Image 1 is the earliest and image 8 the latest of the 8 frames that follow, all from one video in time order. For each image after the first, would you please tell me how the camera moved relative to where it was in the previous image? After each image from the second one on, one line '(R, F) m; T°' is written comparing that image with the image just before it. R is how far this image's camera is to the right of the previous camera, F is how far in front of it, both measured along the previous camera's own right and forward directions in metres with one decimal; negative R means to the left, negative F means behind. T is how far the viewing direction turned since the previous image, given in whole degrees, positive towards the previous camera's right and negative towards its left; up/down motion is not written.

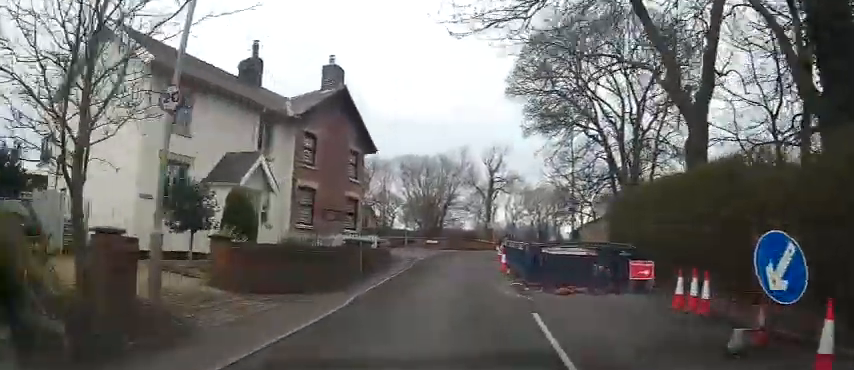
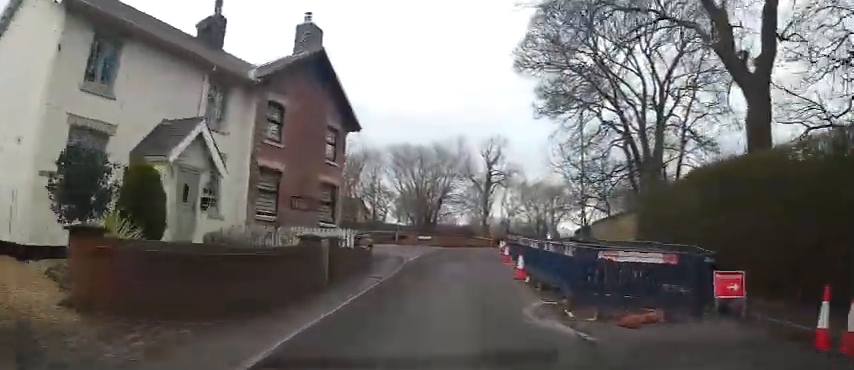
(0.0, +4.3) m; 0°
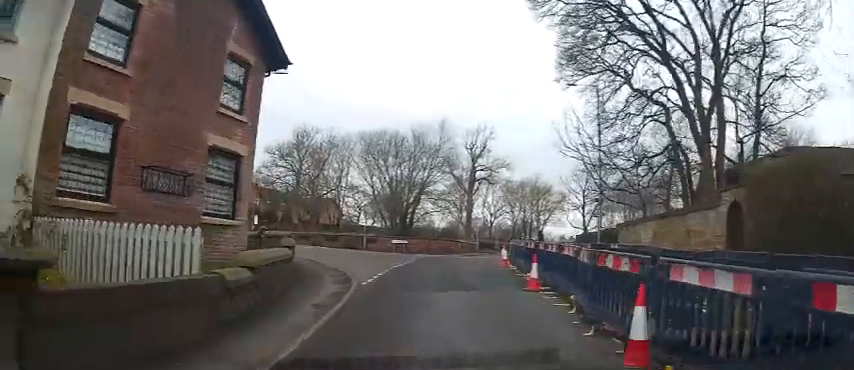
(0.0, +8.2) m; +2°
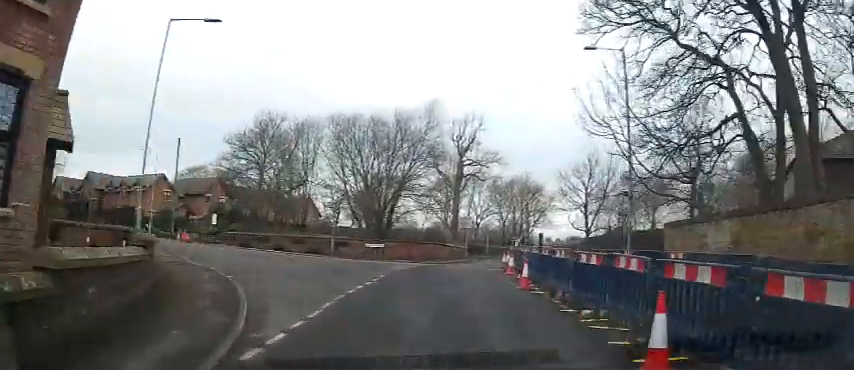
(+0.2, +6.9) m; +3°
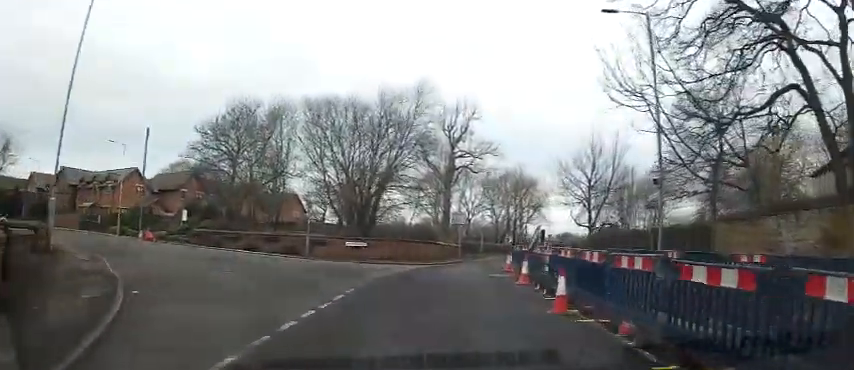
(+0.1, +4.3) m; +2°
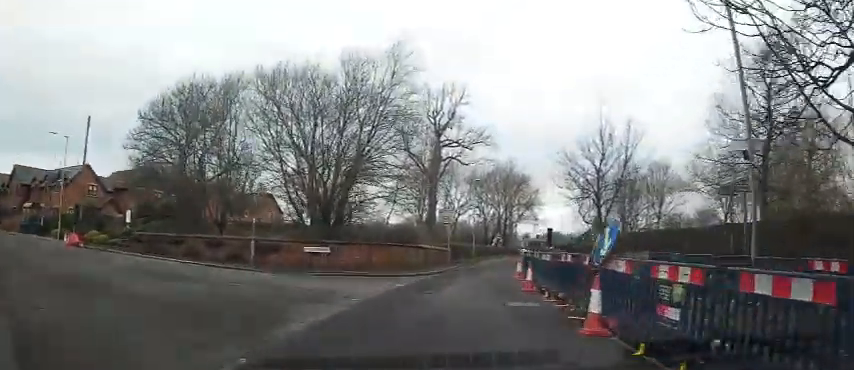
(+0.1, +6.9) m; 0°
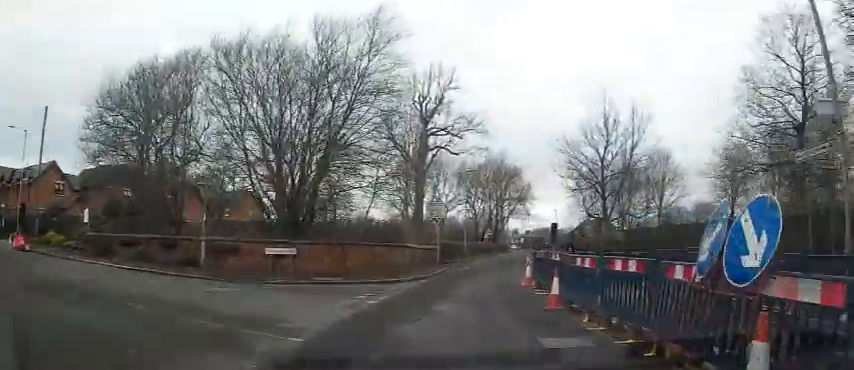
(0.0, +3.9) m; +1°
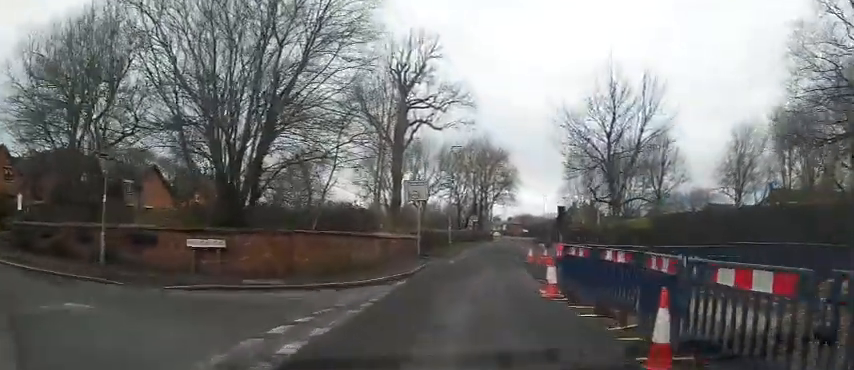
(-0.2, +5.2) m; +2°
